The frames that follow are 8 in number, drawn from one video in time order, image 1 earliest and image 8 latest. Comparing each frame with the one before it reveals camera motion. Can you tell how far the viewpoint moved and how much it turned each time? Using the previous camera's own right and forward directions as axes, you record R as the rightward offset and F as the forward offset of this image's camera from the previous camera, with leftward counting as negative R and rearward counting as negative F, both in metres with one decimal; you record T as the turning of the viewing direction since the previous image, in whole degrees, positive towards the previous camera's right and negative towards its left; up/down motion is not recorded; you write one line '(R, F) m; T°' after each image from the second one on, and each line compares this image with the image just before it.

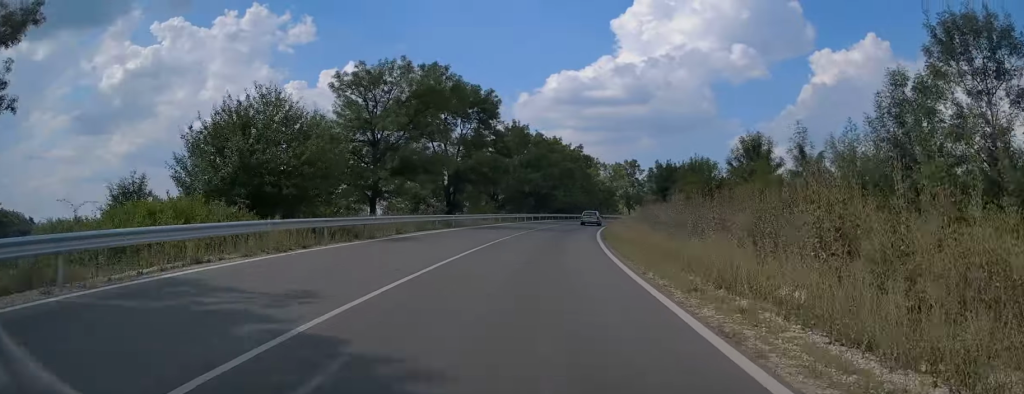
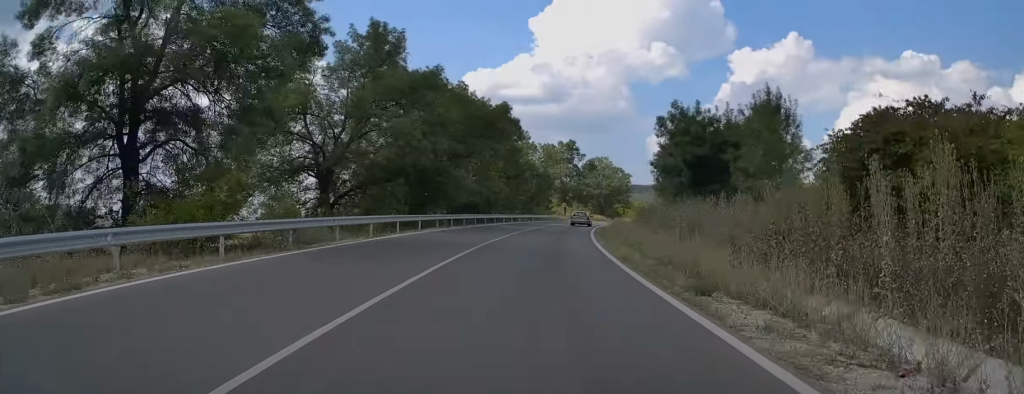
(+2.3, +41.8) m; +6°
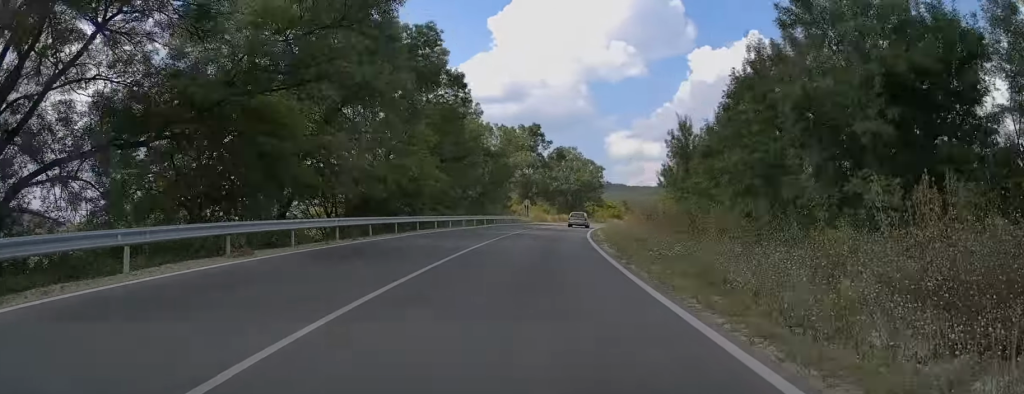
(+0.7, +23.0) m; +4°
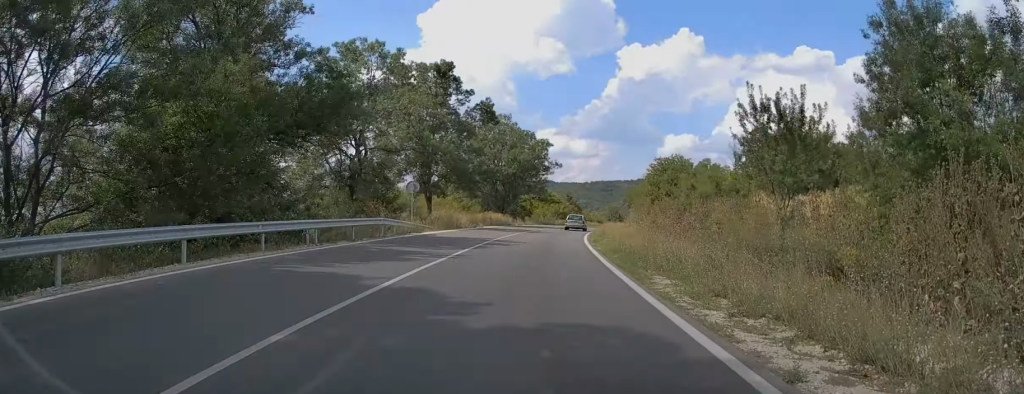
(+2.4, +40.7) m; +6°
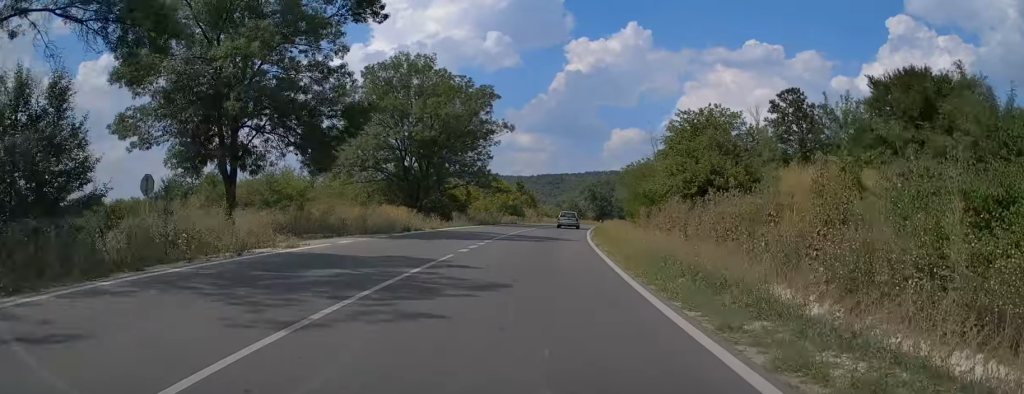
(+1.3, +33.0) m; +5°
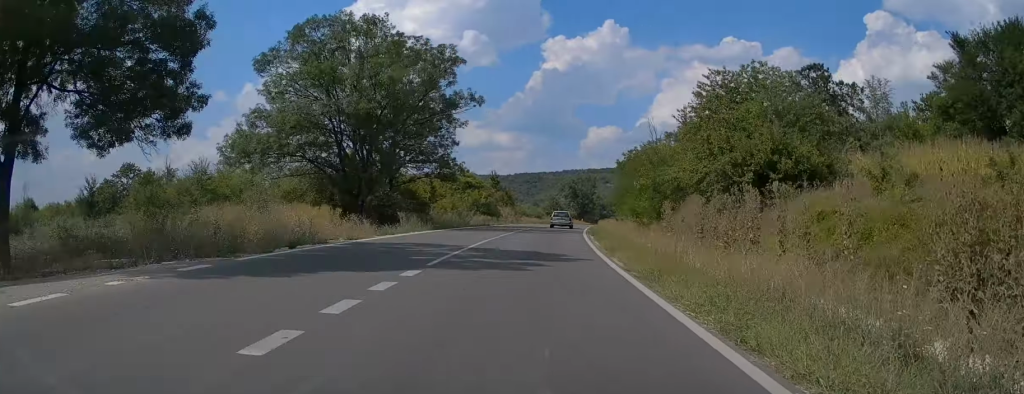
(+0.1, +12.5) m; +2°
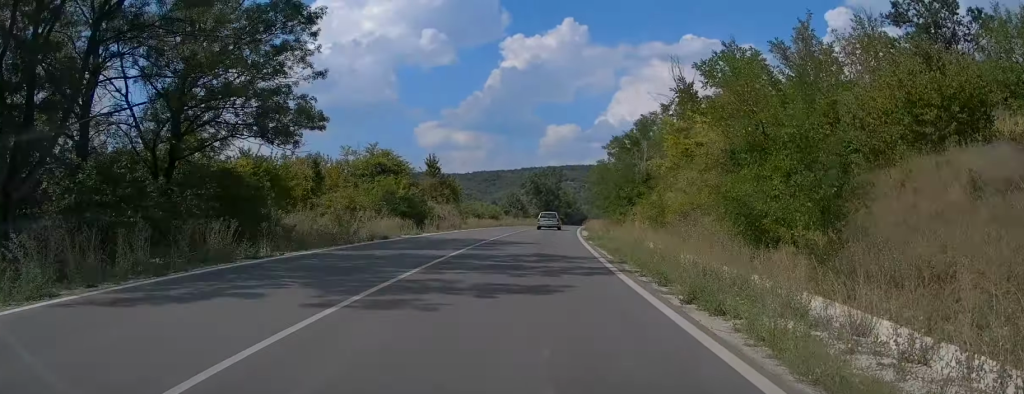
(+0.9, +26.8) m; +3°
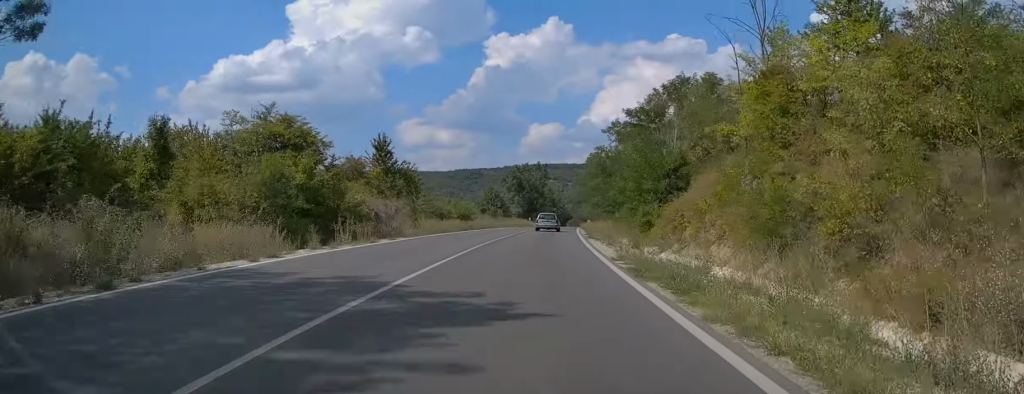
(+0.4, +17.0) m; +2°
